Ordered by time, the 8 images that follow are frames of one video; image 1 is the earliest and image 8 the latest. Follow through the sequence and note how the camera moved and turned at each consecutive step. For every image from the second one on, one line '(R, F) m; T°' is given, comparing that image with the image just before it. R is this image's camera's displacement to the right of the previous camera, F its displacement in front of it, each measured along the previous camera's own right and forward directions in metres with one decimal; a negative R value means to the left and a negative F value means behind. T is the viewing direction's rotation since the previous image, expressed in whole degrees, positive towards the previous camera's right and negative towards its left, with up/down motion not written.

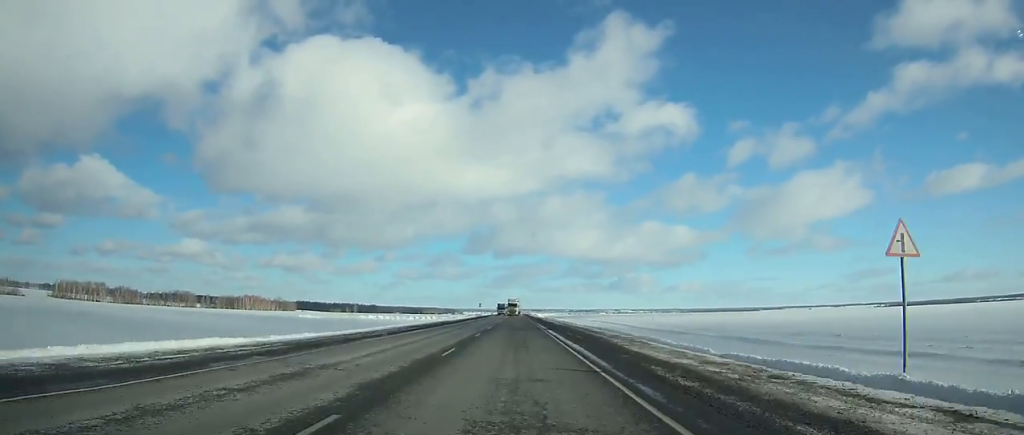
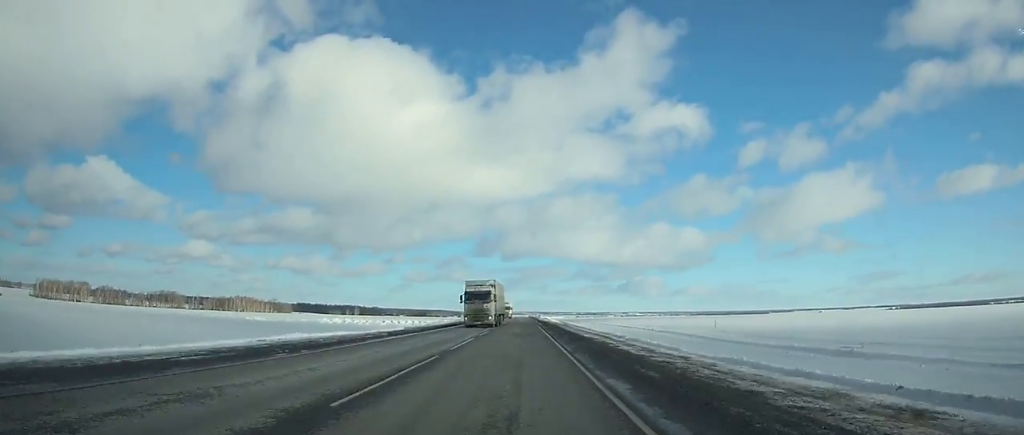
(-0.1, +49.4) m; 0°
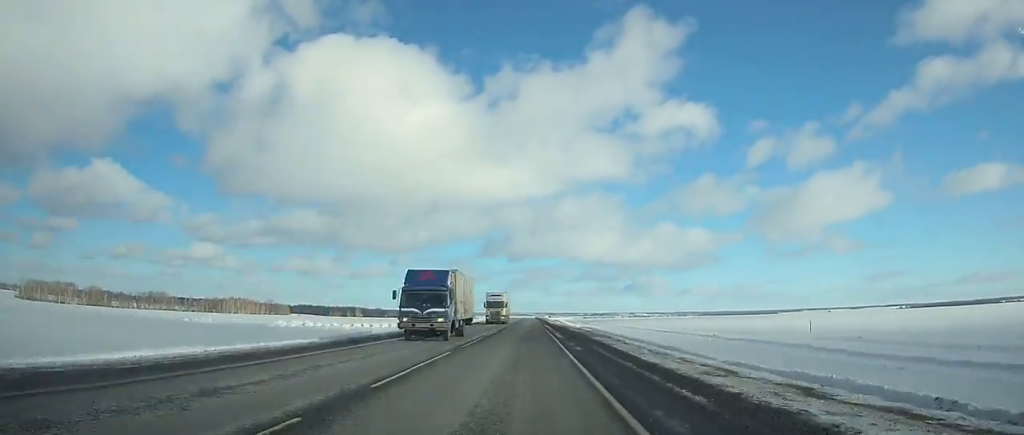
(-0.1, +36.7) m; 0°
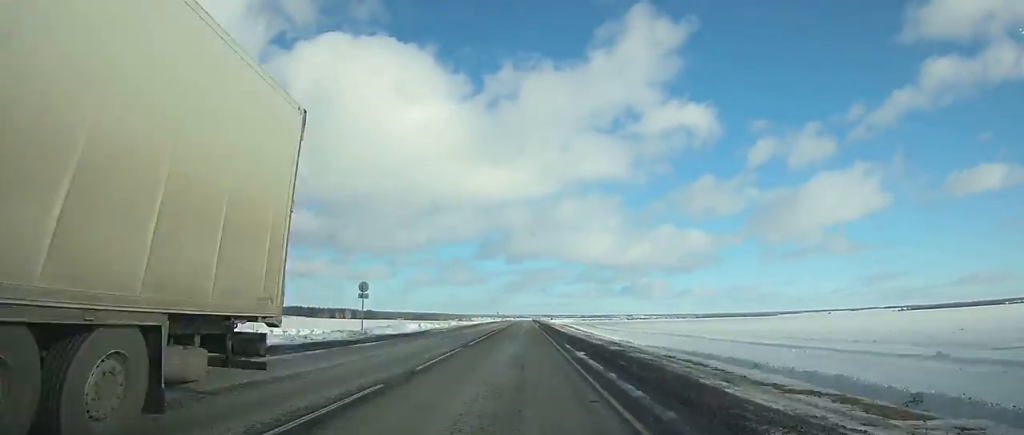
(+0.1, +47.4) m; 0°
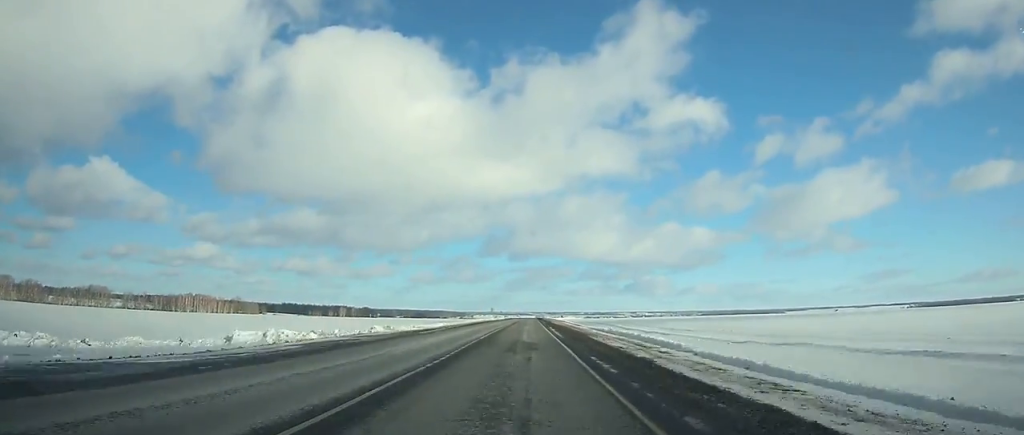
(0.0, +51.4) m; 0°
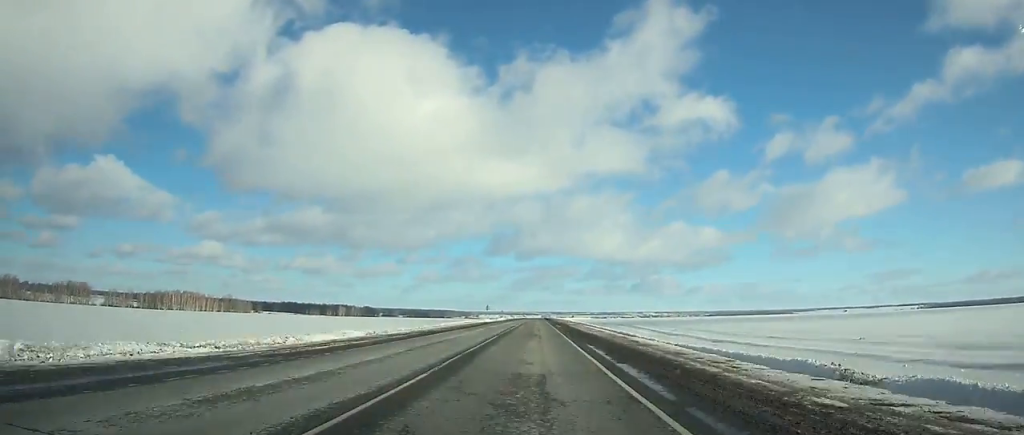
(-0.1, +37.1) m; 0°
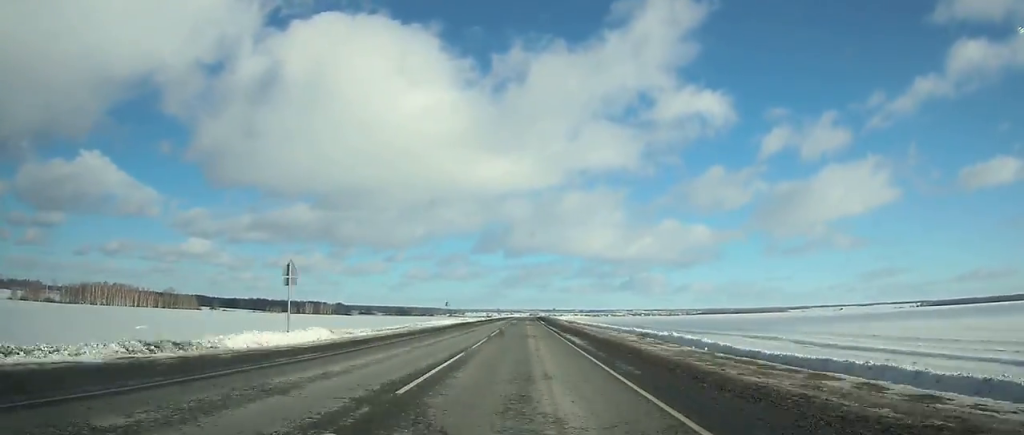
(+0.1, +97.3) m; 0°
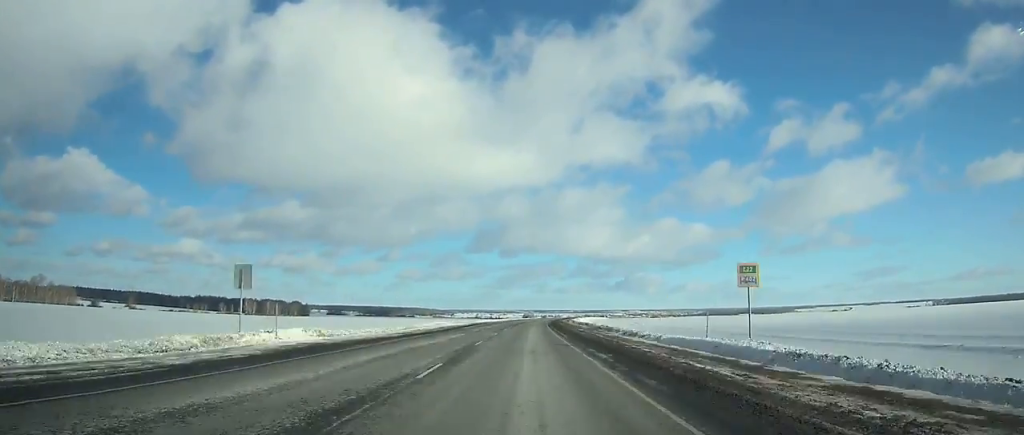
(+0.2, +178.2) m; +1°
